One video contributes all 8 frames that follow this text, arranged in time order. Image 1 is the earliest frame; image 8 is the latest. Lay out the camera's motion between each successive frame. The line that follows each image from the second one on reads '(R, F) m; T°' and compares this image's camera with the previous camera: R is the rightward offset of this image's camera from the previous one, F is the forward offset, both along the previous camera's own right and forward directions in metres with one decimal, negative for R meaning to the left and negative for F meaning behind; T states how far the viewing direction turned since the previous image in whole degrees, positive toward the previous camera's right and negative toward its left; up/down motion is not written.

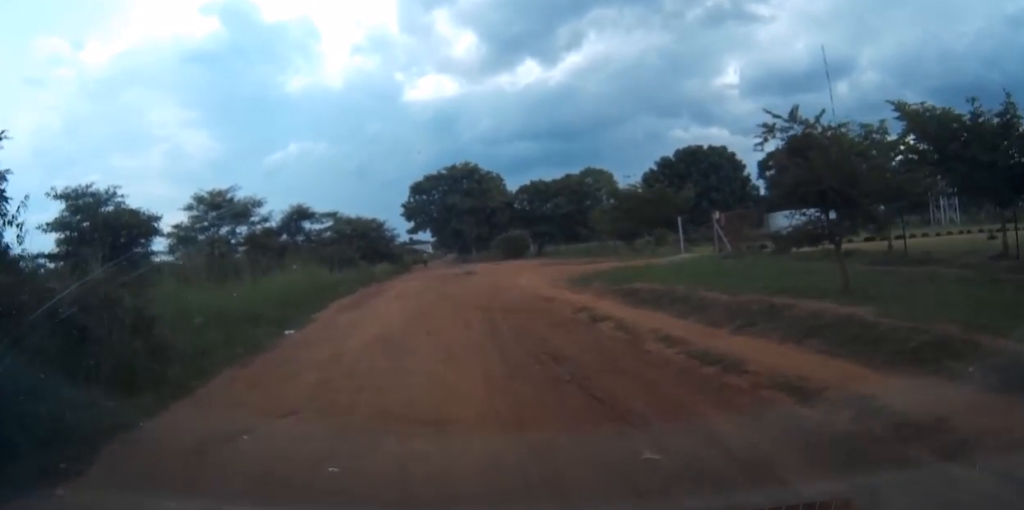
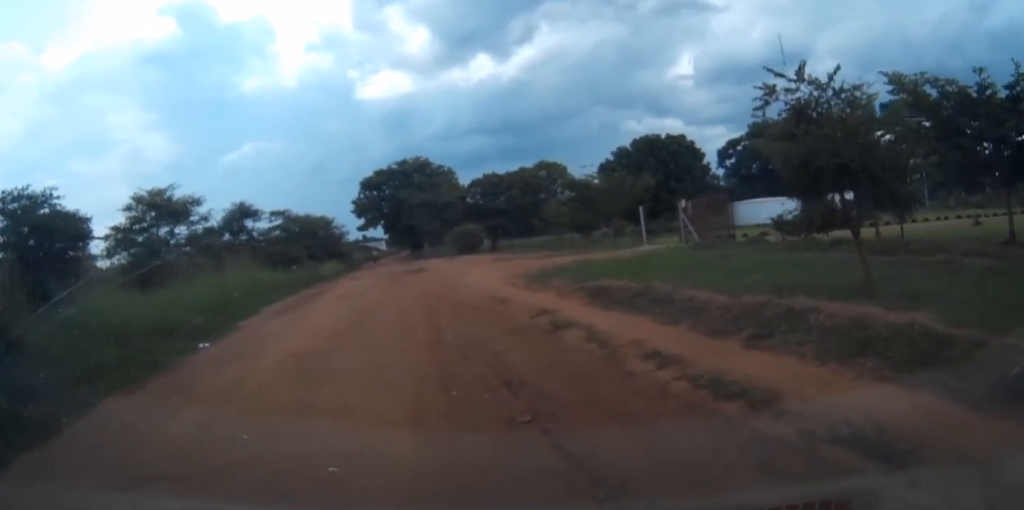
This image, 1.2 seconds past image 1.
(0.0, +2.3) m; +1°
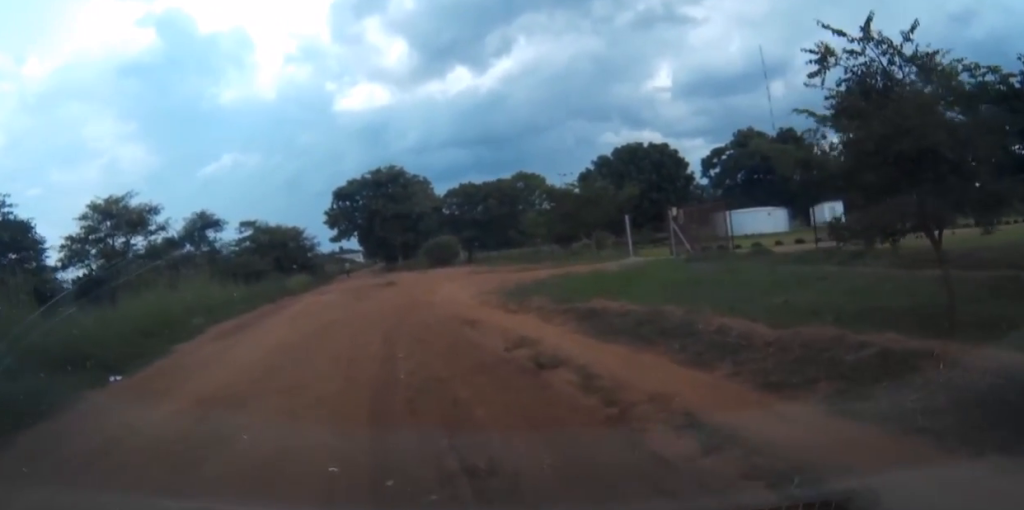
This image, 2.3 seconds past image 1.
(0.0, +2.5) m; -3°
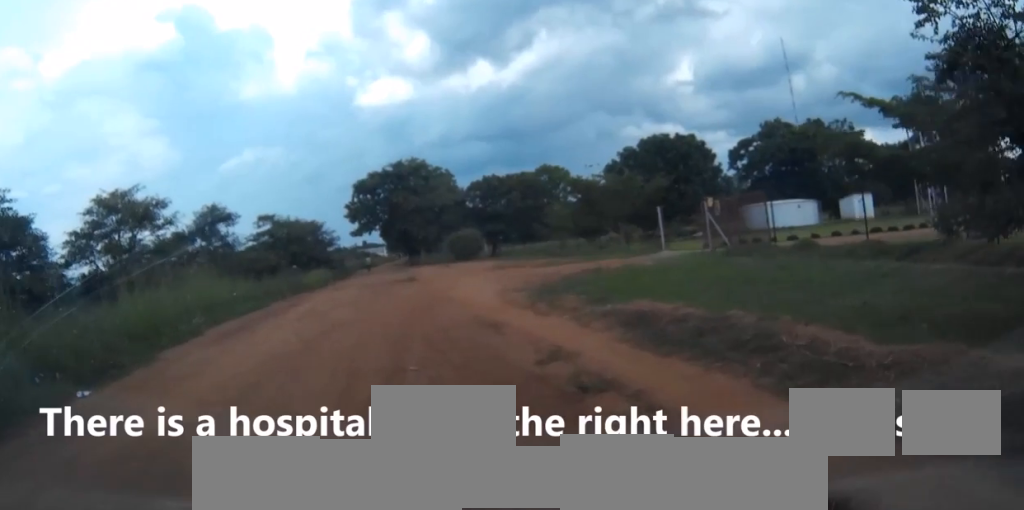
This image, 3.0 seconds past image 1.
(0.0, +1.7) m; -3°
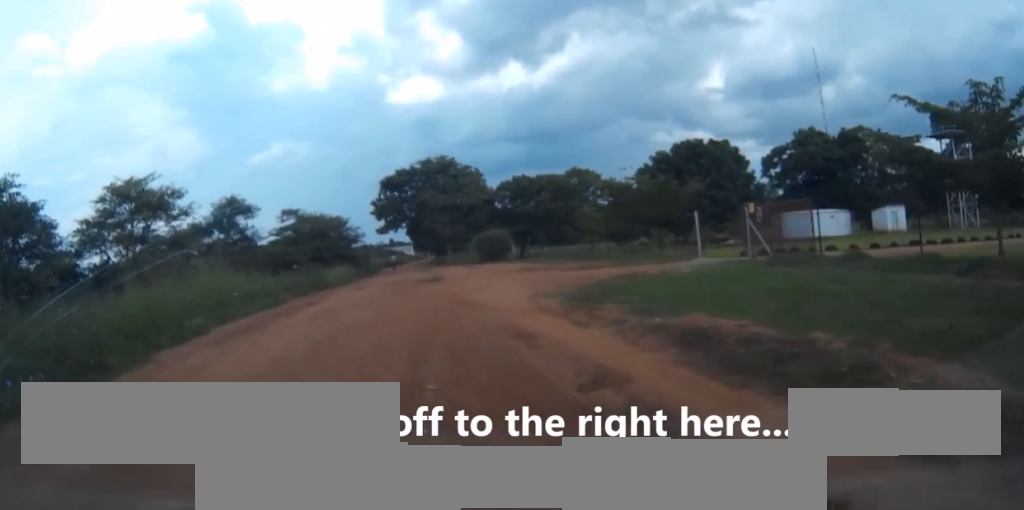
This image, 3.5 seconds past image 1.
(0.0, +1.5) m; -2°
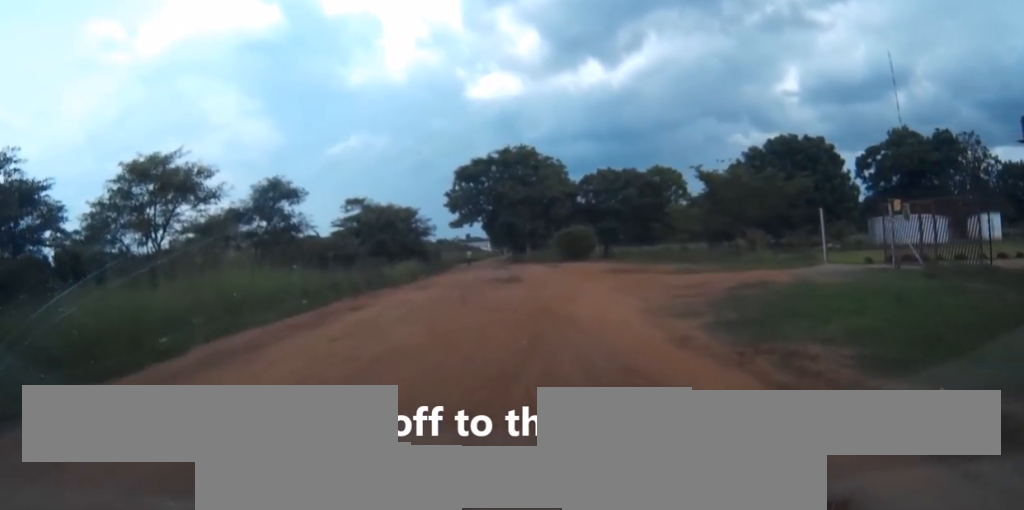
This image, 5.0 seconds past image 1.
(-0.3, +5.1) m; -6°
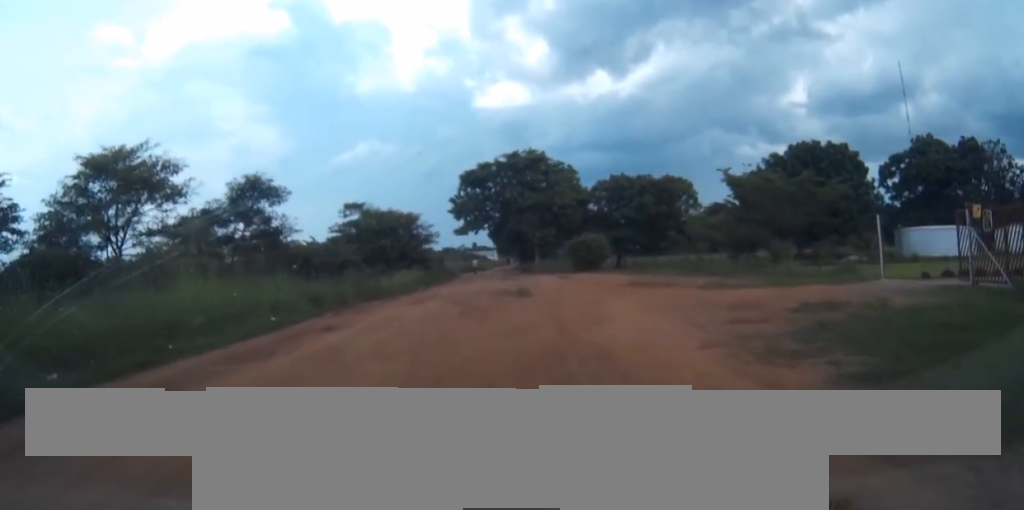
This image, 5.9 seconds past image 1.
(0.0, +3.8) m; -2°
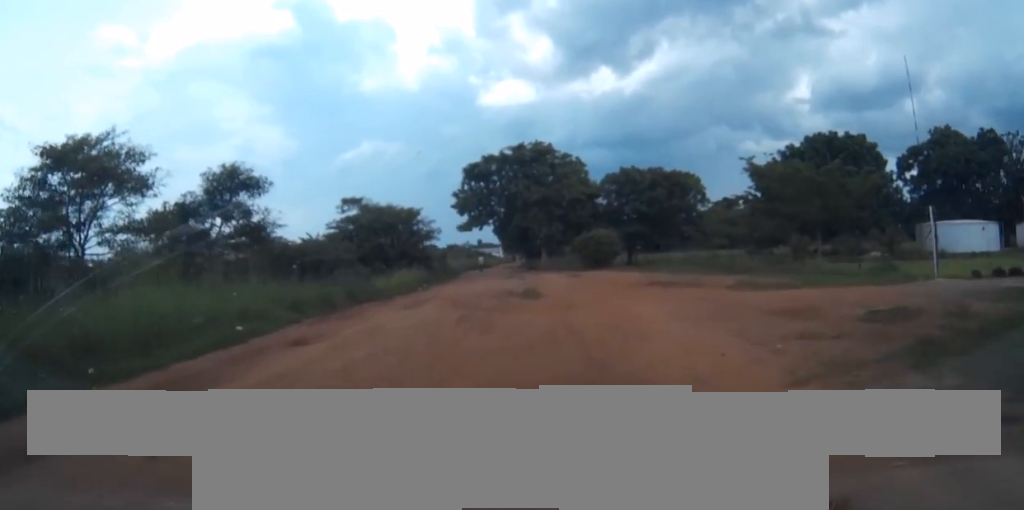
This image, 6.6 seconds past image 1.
(-0.1, +2.8) m; 0°
